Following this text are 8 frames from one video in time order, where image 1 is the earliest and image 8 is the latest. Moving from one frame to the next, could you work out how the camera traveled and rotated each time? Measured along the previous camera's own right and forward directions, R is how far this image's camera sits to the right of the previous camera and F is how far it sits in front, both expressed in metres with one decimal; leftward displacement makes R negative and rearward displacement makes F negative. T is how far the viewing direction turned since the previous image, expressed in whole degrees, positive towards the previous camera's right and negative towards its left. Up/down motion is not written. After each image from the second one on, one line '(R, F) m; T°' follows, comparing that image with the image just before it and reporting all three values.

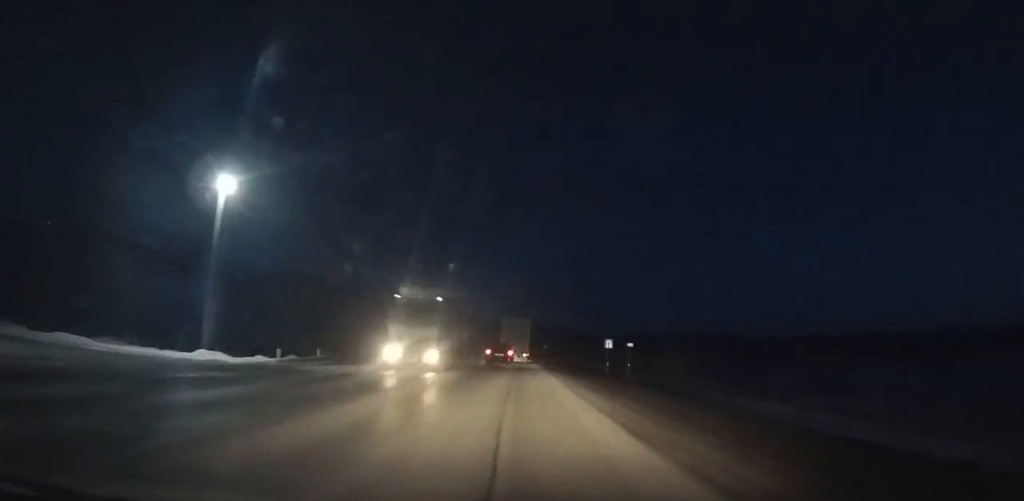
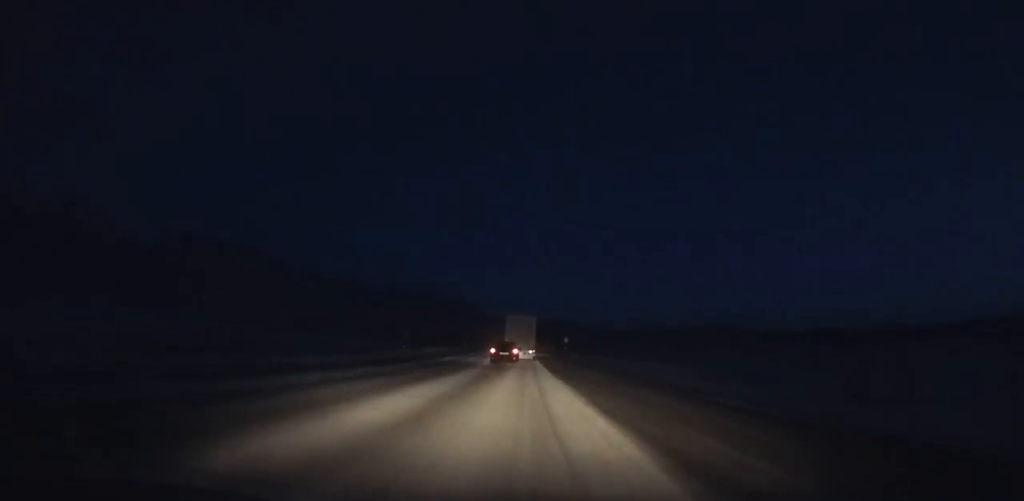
(0.0, +60.4) m; 0°
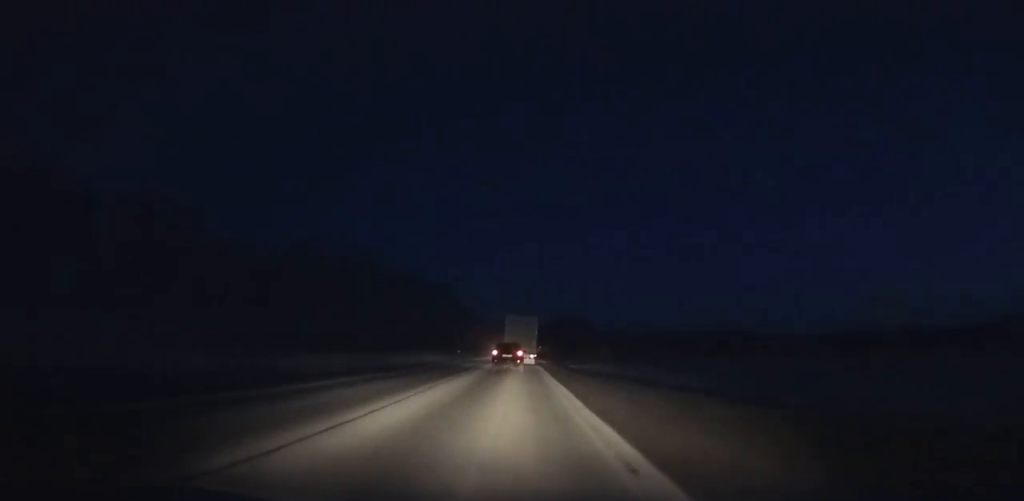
(+0.2, +97.0) m; 0°
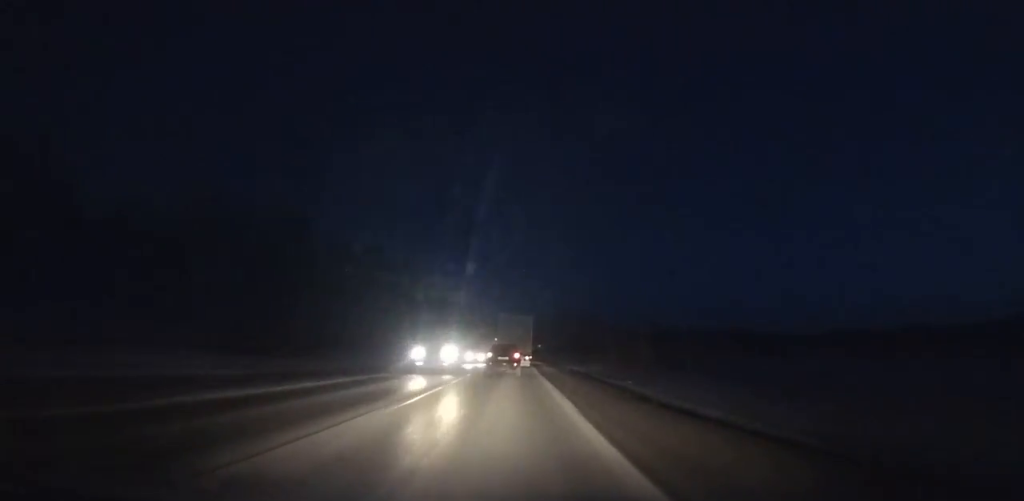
(+0.1, +38.8) m; 0°
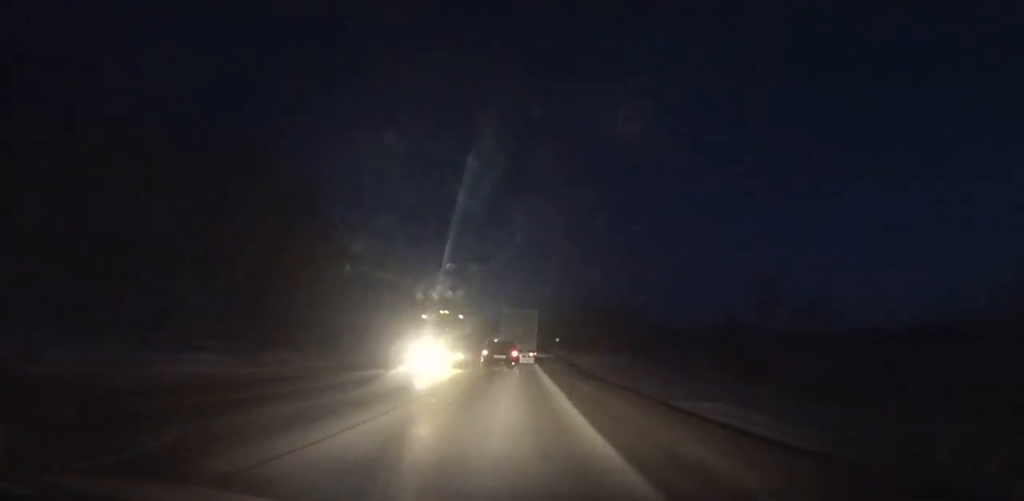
(-0.1, +63.6) m; 0°
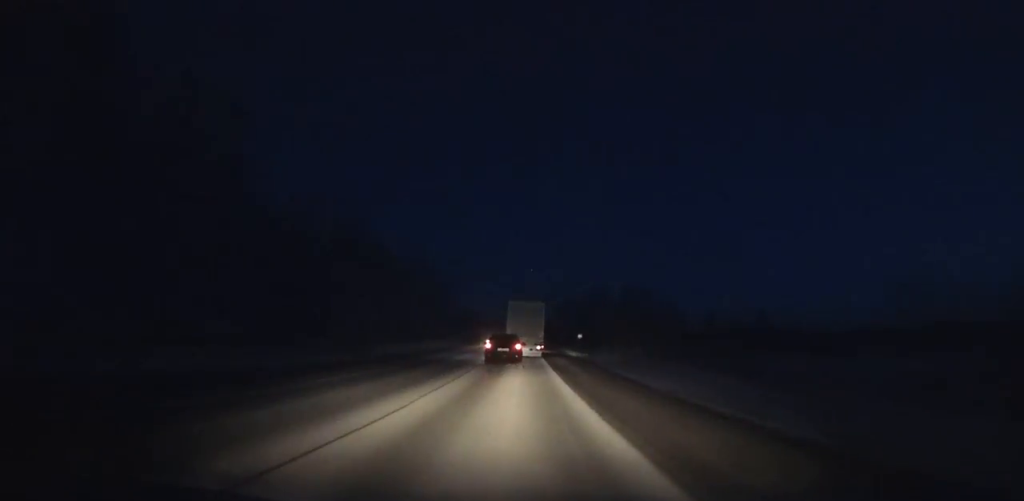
(0.0, +28.2) m; 0°
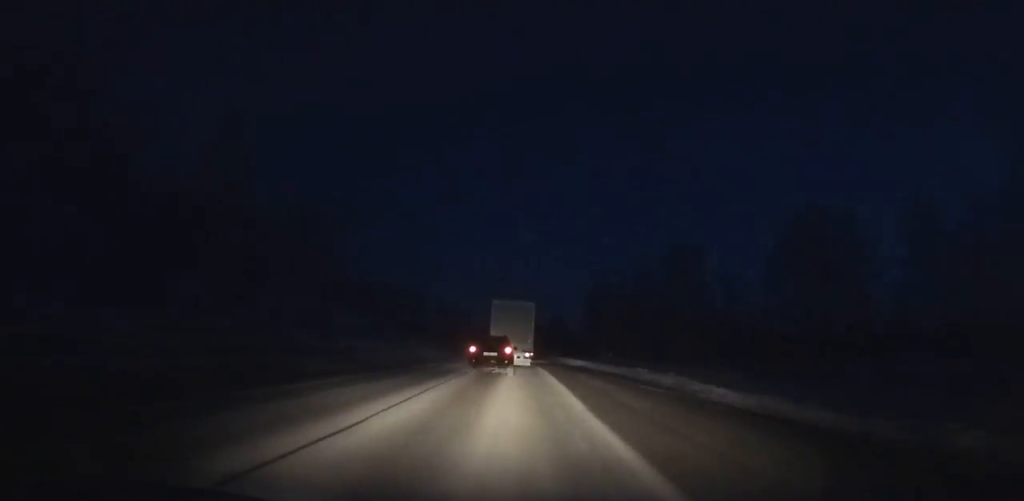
(-0.1, +90.2) m; 0°
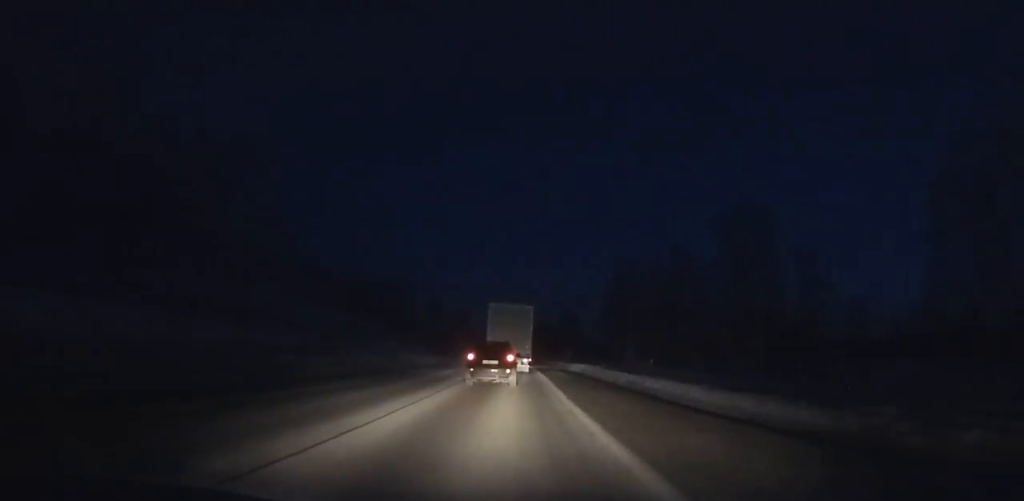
(0.0, +24.6) m; 0°
